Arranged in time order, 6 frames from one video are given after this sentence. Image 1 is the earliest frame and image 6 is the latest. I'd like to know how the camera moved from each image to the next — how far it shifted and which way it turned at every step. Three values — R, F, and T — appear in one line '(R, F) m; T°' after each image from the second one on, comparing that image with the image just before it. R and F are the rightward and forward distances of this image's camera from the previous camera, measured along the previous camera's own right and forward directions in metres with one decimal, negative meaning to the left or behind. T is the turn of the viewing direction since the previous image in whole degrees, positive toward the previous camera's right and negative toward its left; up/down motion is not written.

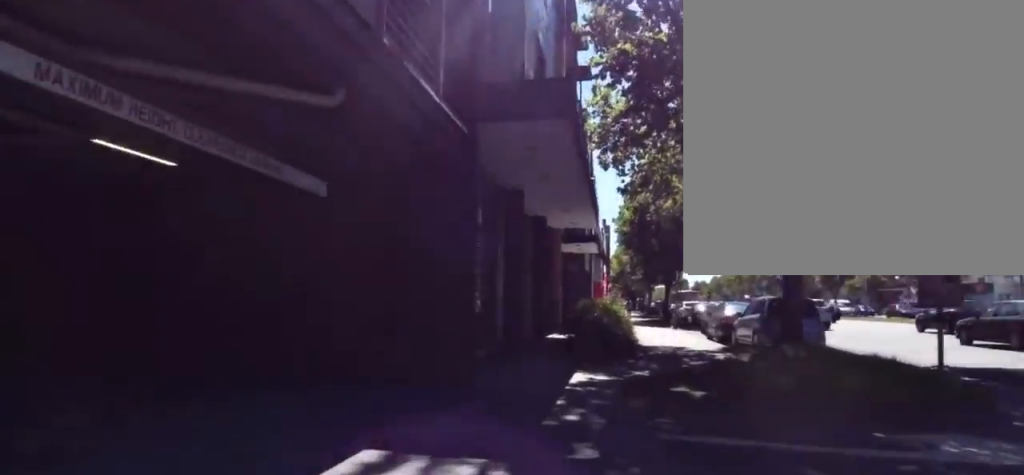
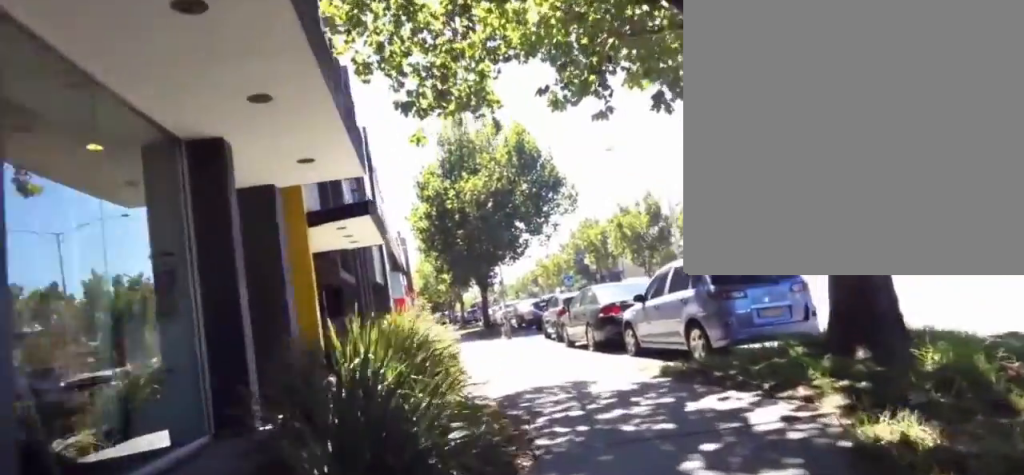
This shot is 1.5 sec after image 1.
(0.0, +8.6) m; +5°
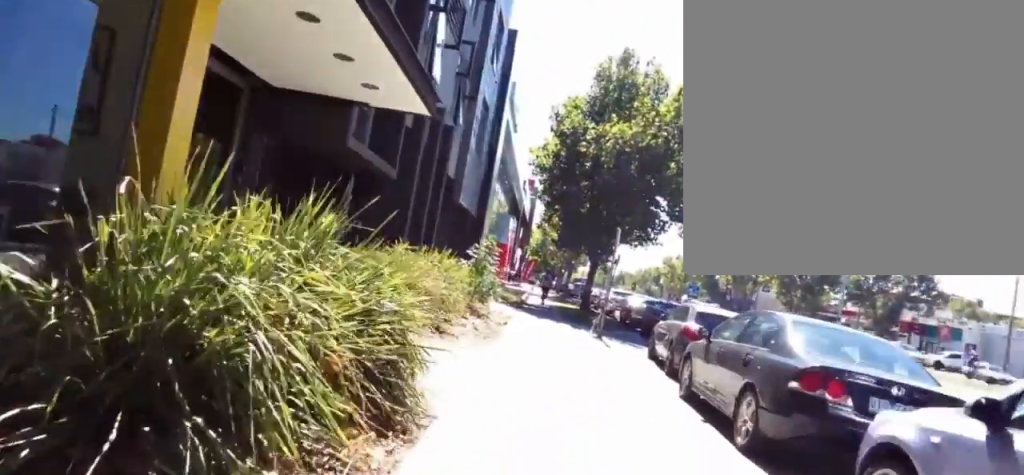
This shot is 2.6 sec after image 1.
(+0.7, +5.9) m; +8°
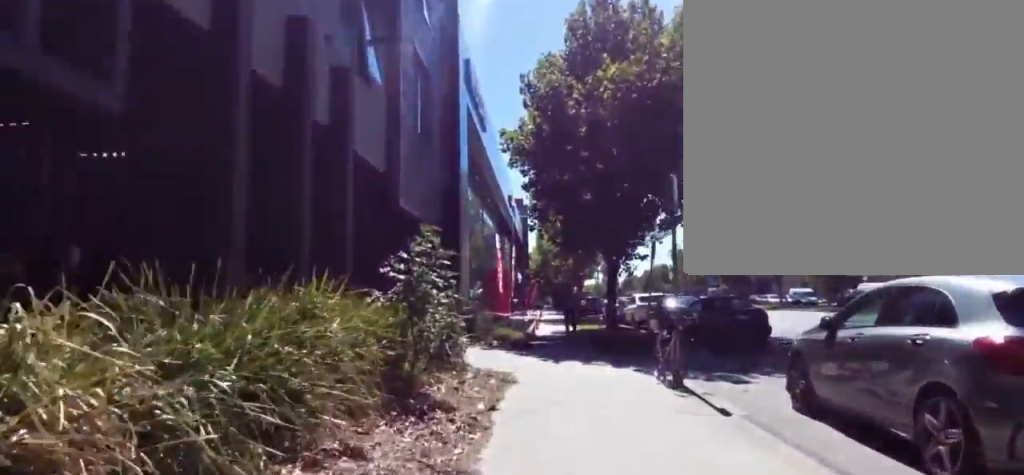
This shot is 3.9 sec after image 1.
(-0.4, +6.8) m; -10°
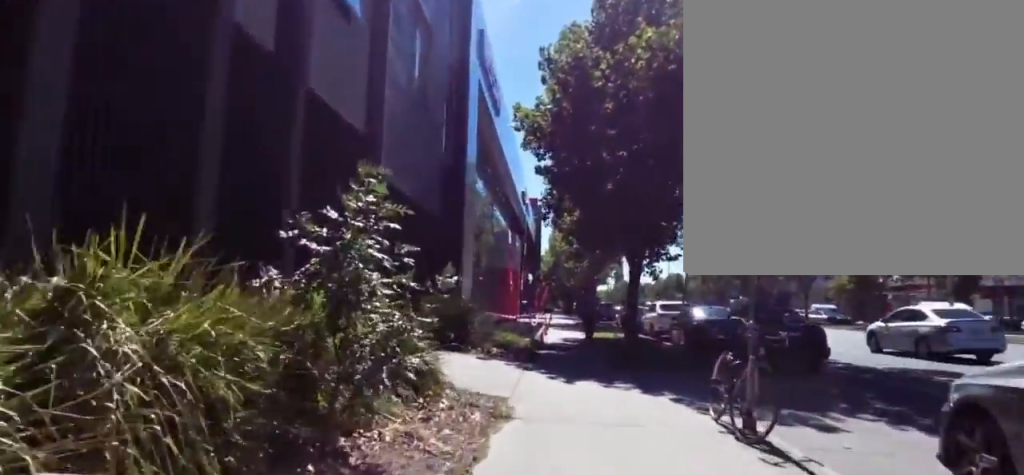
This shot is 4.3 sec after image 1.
(-0.1, +2.6) m; -3°
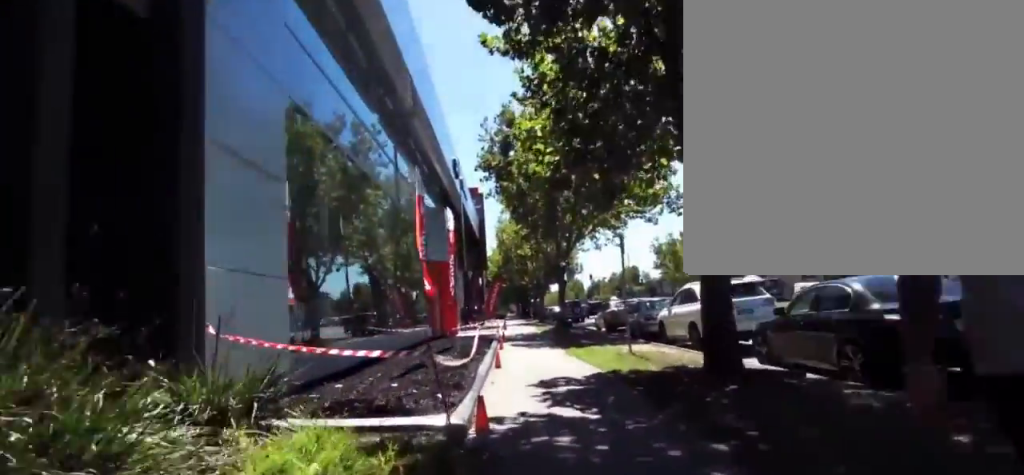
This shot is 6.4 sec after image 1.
(0.0, +12.6) m; +3°
